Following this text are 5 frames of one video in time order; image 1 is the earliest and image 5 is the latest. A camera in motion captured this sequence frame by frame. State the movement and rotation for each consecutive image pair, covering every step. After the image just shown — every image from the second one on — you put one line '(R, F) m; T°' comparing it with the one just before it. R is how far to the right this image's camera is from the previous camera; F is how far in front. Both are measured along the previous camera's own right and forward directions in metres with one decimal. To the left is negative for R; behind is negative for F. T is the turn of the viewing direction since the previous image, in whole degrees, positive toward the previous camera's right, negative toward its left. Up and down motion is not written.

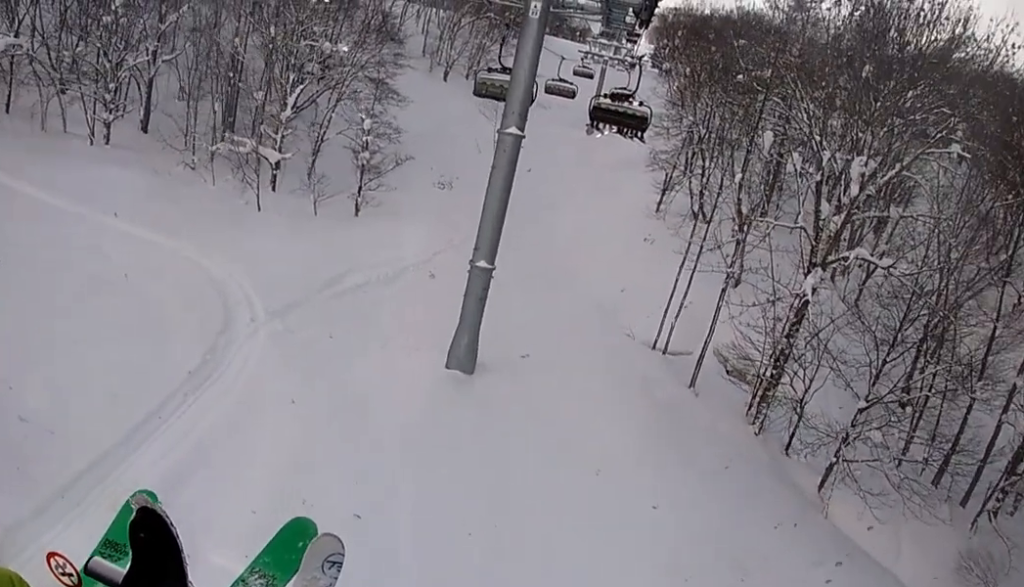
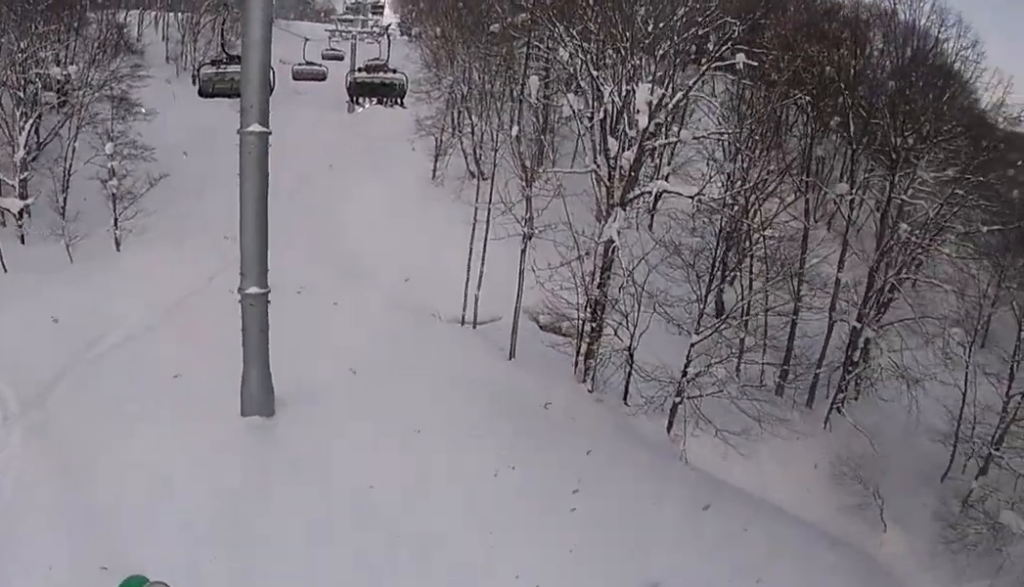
(-0.6, +3.3) m; +14°
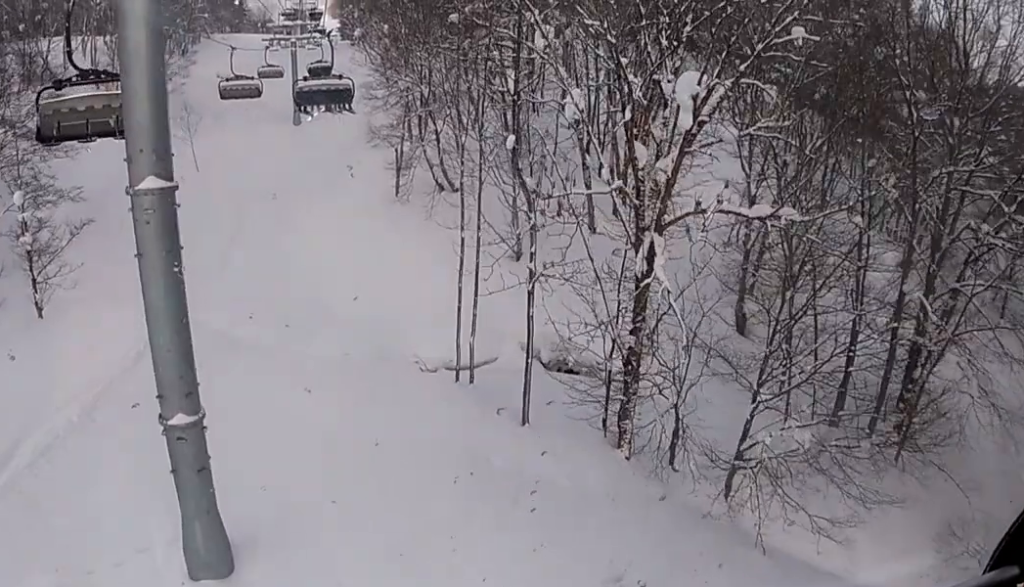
(+1.3, +5.4) m; -5°
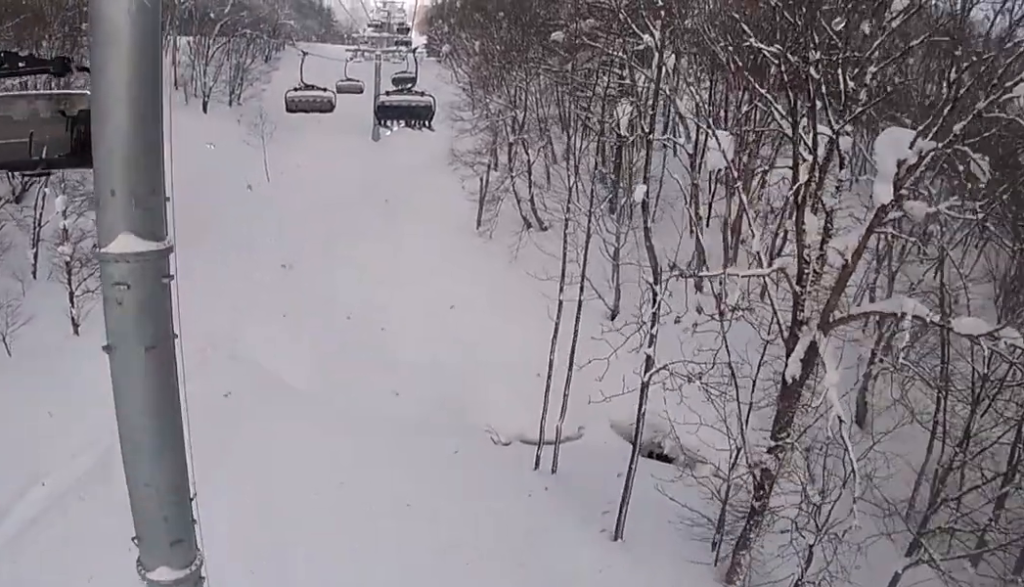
(-1.3, +4.0) m; -15°
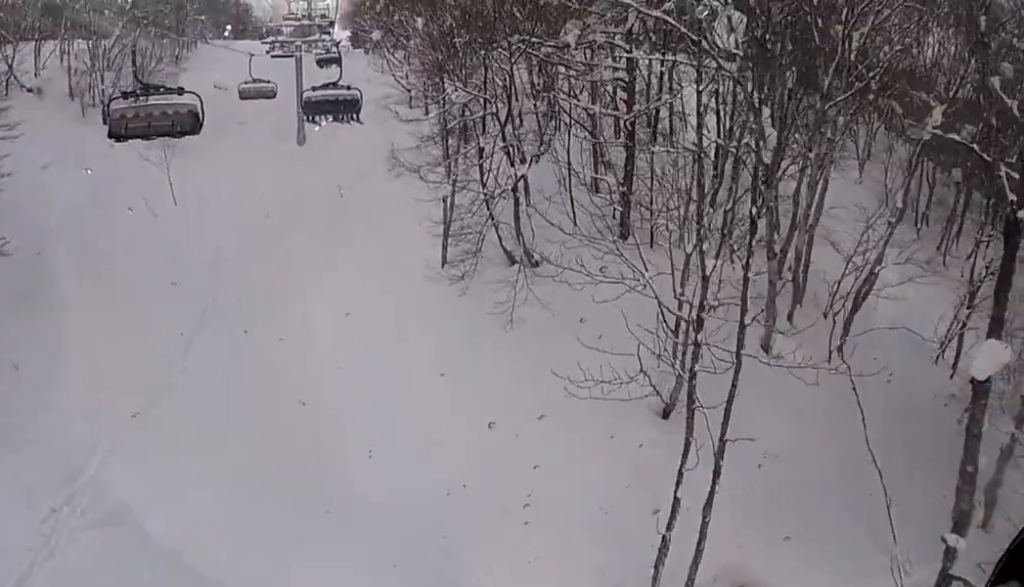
(+0.8, +10.6) m; +14°
